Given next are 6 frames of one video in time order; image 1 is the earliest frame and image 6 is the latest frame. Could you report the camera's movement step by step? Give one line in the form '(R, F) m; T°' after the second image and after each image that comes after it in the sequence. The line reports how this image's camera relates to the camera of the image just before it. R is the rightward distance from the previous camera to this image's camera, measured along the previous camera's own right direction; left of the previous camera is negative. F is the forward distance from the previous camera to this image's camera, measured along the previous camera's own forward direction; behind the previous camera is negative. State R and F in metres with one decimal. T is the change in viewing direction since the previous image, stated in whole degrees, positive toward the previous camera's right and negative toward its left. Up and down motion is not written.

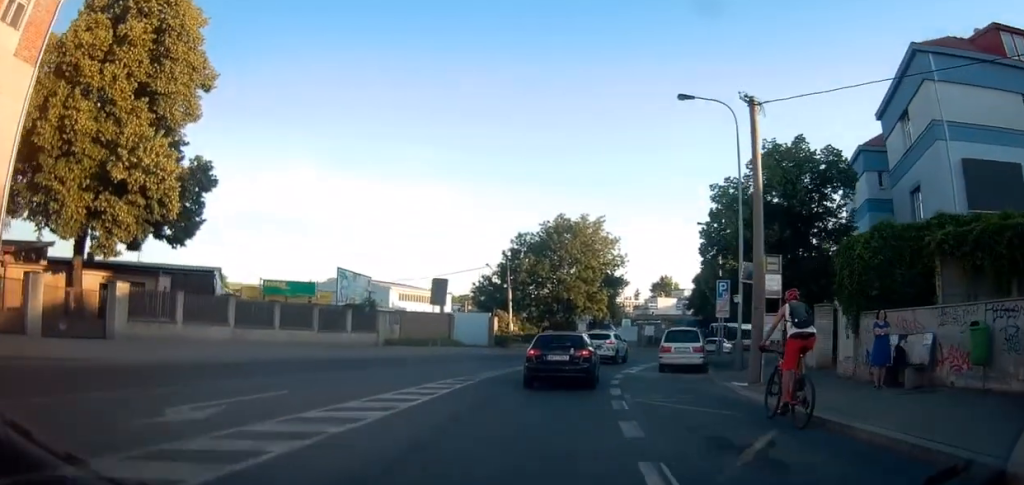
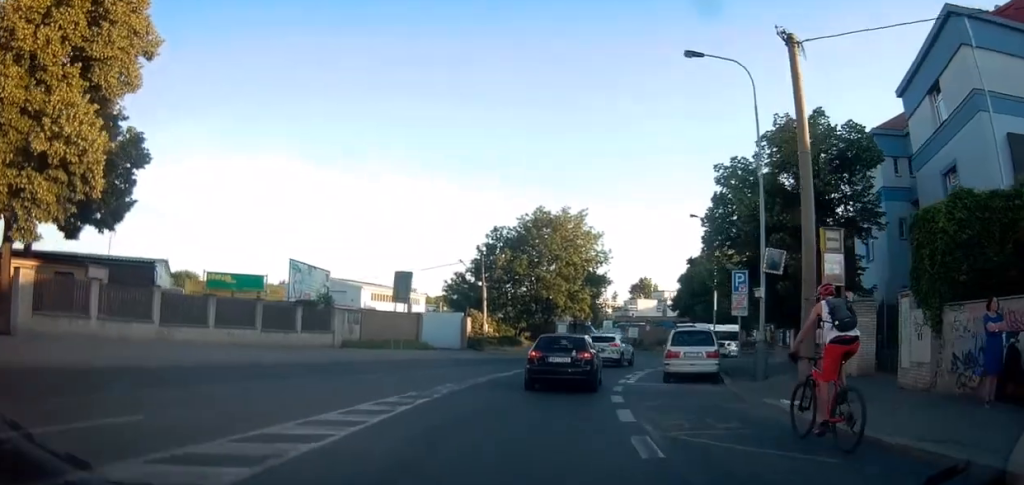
(-0.1, +4.0) m; +2°
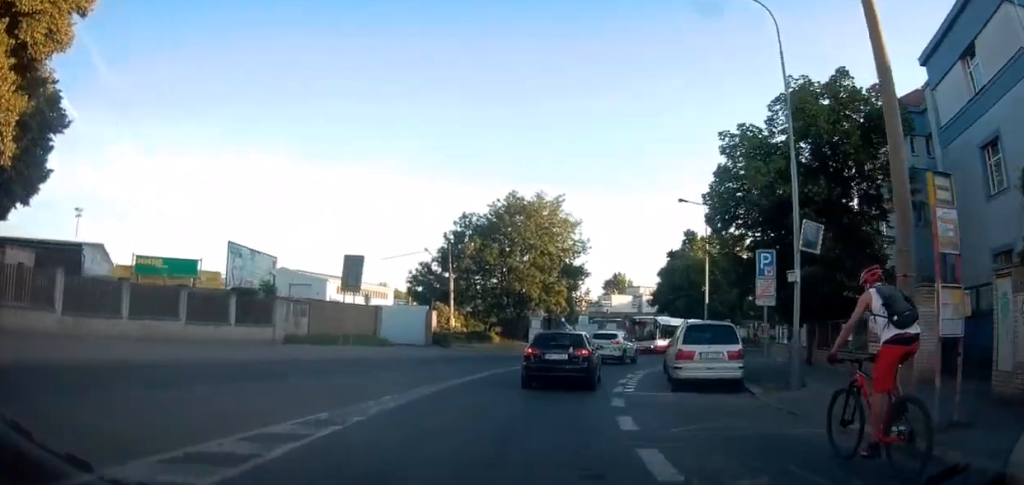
(+0.2, +4.0) m; +3°
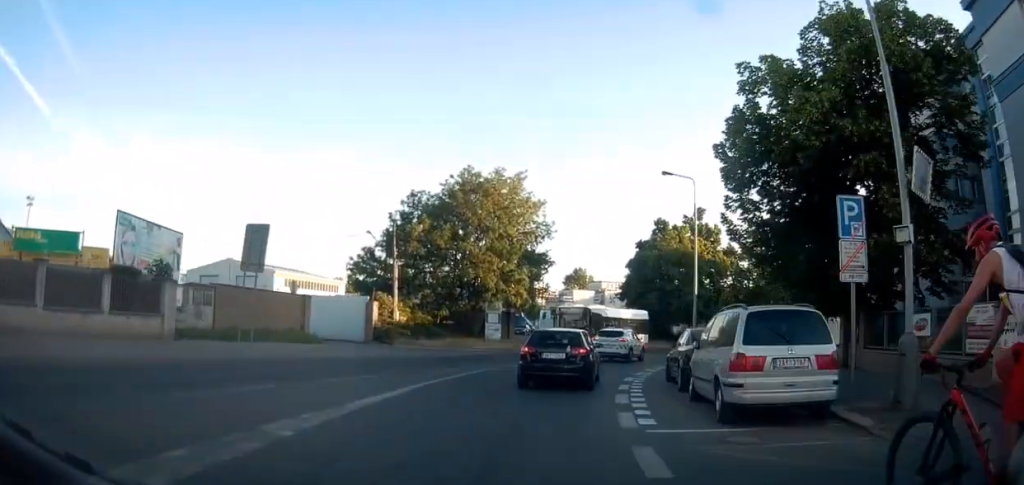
(+0.2, +5.8) m; +4°
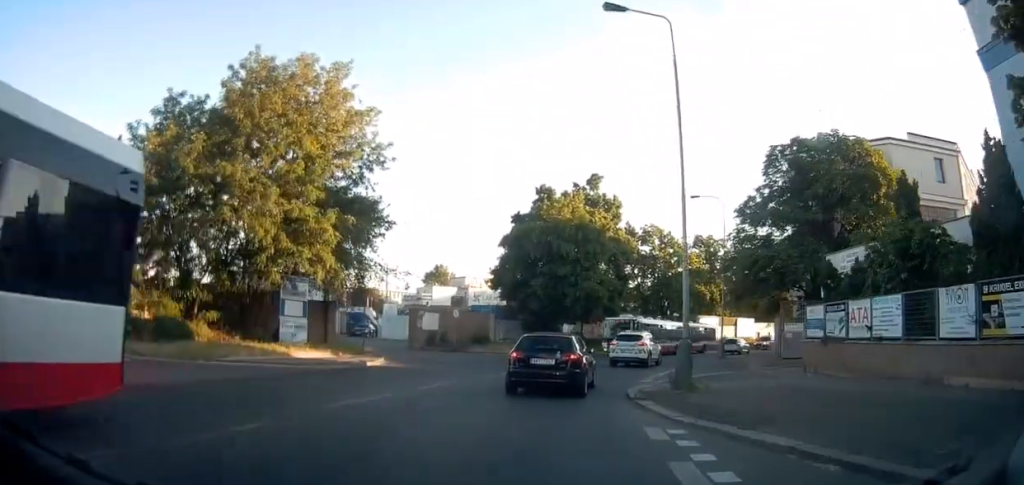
(+1.4, +17.7) m; +10°
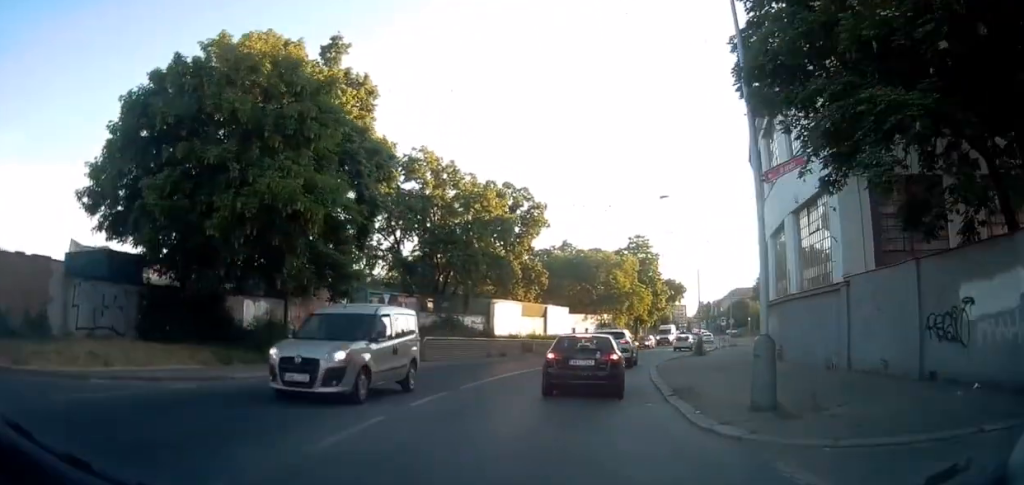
(+6.0, +27.0) m; +24°
